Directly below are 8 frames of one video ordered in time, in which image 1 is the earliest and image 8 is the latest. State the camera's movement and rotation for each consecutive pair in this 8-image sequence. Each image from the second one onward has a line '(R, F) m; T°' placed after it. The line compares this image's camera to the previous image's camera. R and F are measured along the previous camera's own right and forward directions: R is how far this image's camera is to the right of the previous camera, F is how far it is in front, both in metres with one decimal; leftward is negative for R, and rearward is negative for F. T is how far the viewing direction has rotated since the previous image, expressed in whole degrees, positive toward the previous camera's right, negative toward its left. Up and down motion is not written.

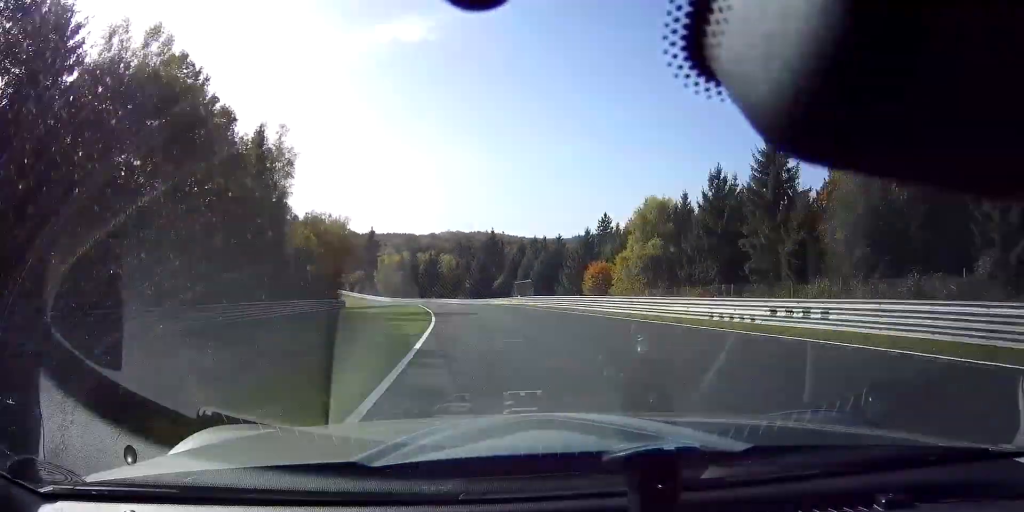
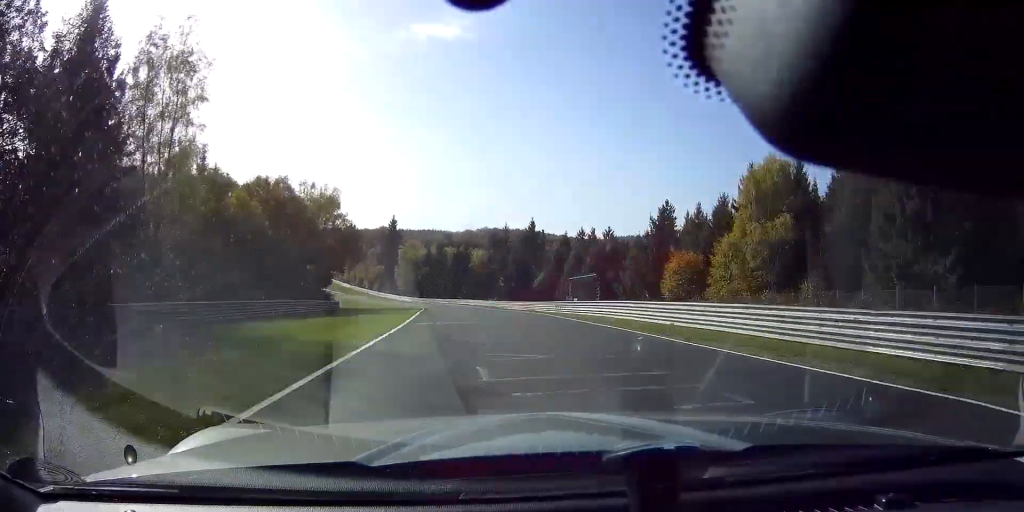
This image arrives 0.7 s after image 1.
(-0.8, +23.2) m; -5°
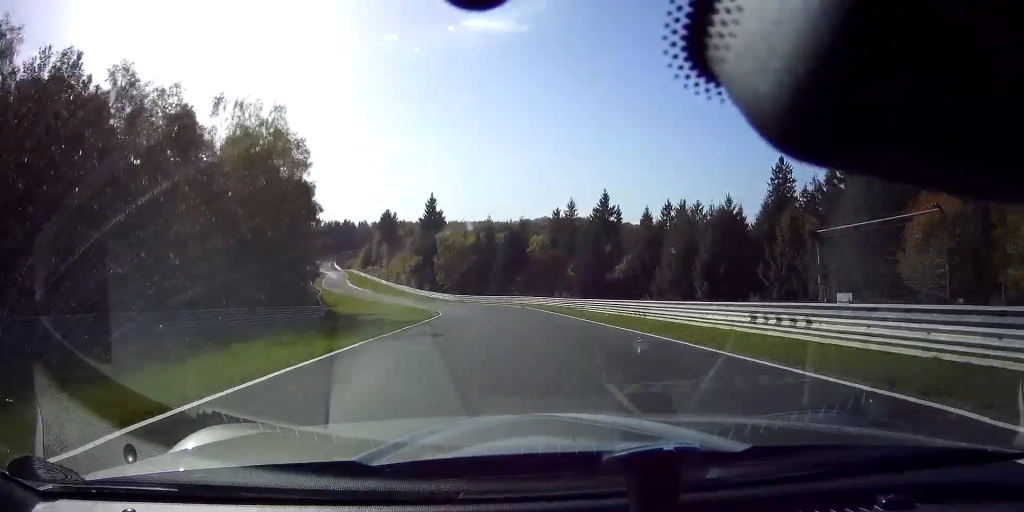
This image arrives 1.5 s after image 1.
(-1.7, +29.4) m; -7°
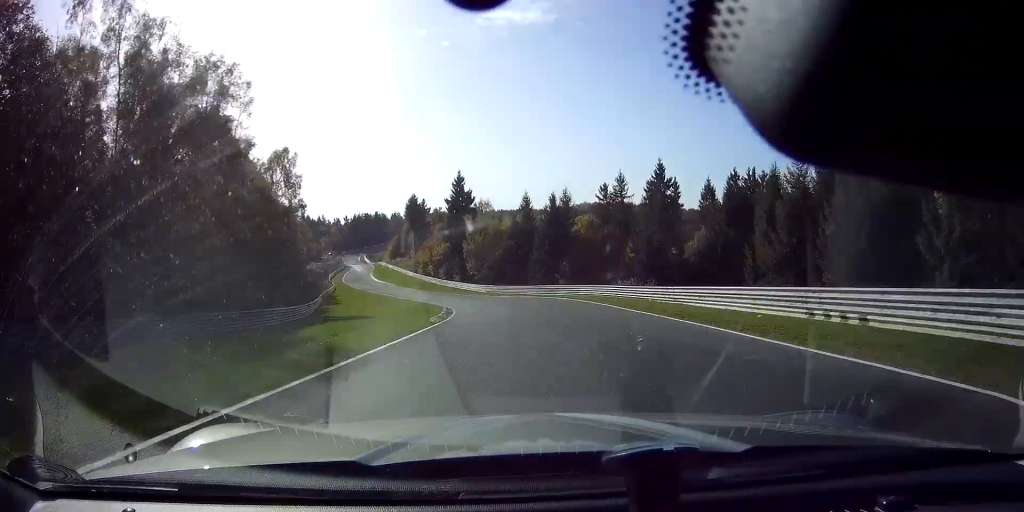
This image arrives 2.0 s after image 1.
(-0.3, +16.6) m; -4°
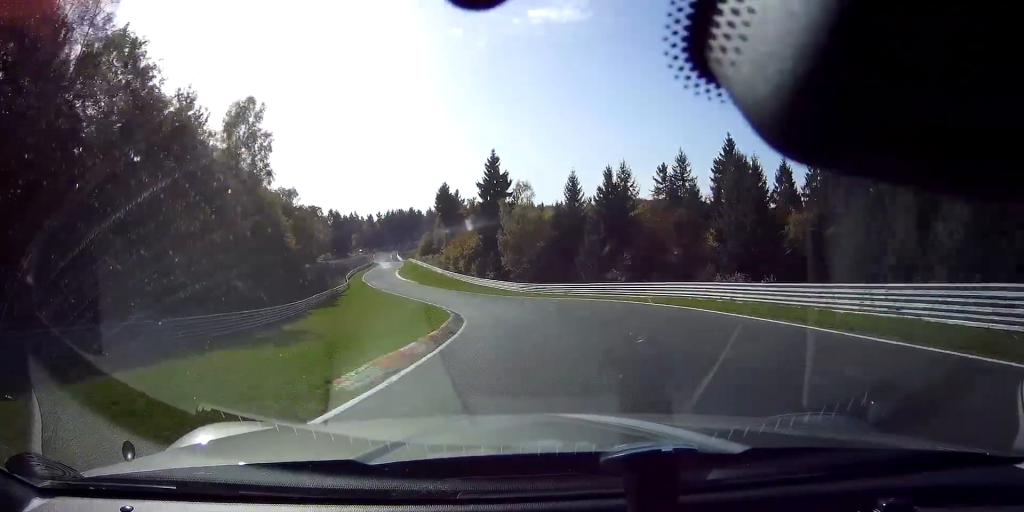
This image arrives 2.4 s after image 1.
(-0.9, +15.7) m; -4°
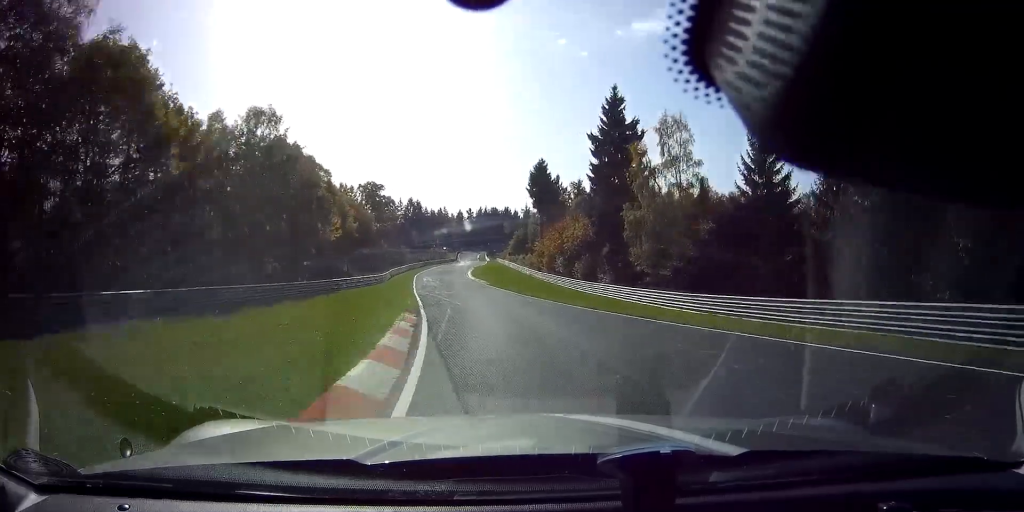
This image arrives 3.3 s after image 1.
(-2.9, +34.2) m; -8°
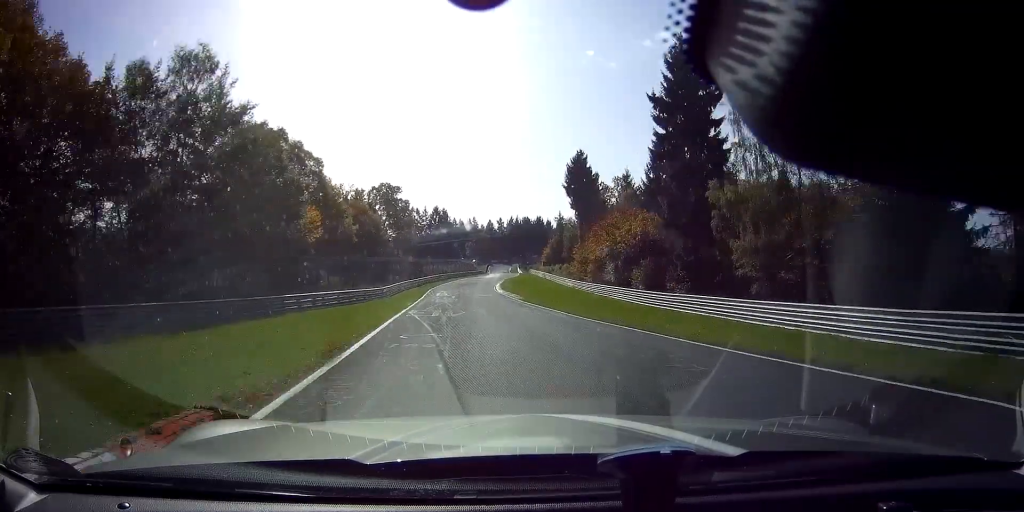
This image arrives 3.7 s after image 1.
(-0.3, +15.0) m; -3°
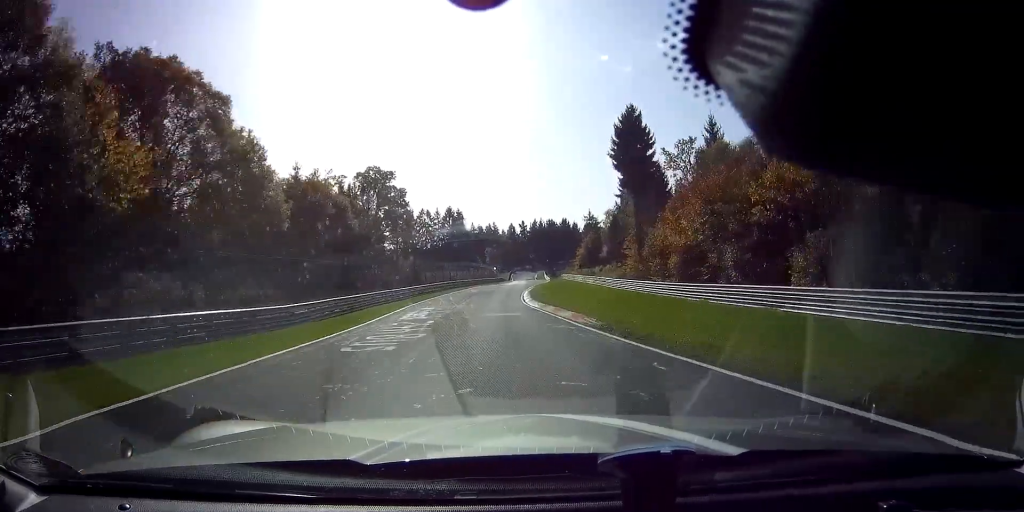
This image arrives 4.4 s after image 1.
(-1.0, +26.1) m; -1°
